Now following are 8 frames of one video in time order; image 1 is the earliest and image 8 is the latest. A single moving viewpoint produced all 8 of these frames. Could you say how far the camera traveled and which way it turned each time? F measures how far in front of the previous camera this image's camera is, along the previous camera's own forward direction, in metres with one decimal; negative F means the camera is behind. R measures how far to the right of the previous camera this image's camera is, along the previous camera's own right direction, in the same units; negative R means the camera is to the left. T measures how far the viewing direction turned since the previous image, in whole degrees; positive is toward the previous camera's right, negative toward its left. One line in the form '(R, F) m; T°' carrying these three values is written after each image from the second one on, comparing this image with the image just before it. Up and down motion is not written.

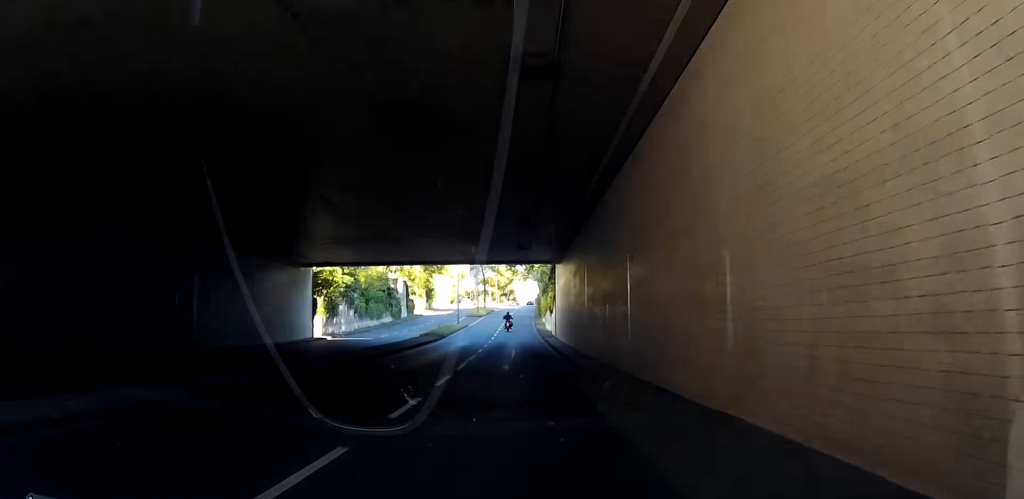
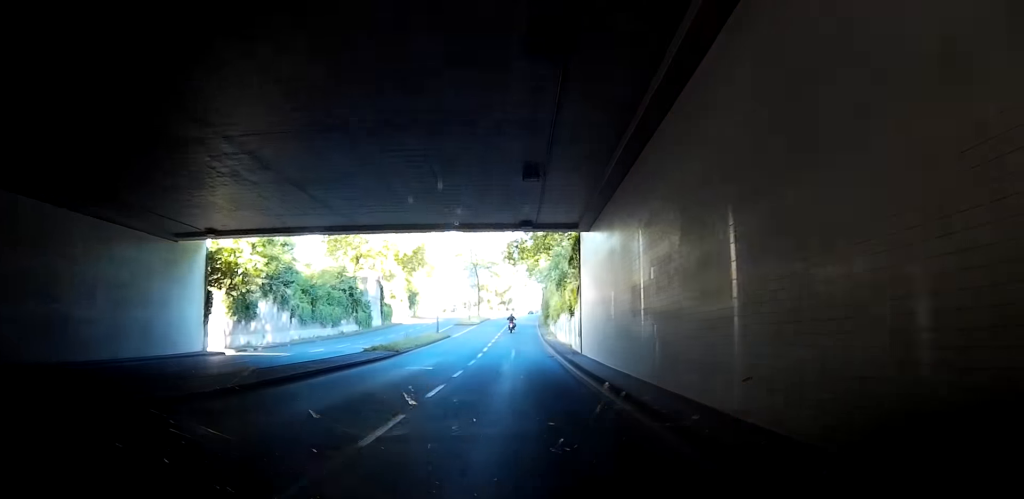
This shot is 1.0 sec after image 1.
(+0.1, +19.5) m; 0°
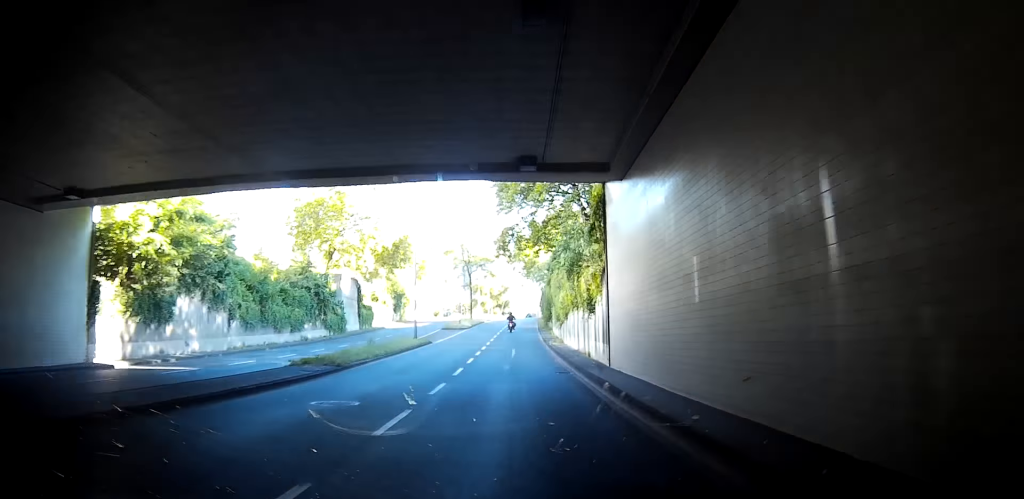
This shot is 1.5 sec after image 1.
(+0.2, +10.3) m; -1°
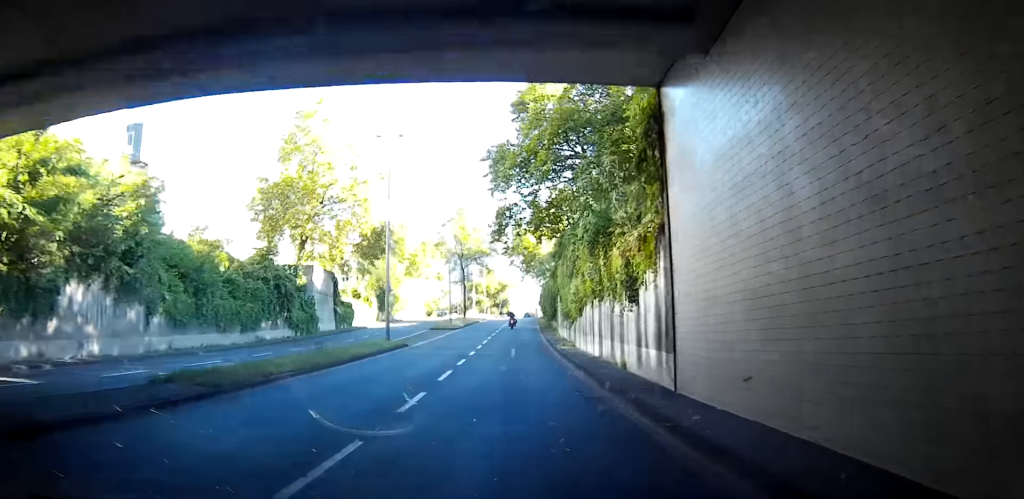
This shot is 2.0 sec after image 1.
(-0.4, +8.8) m; -1°
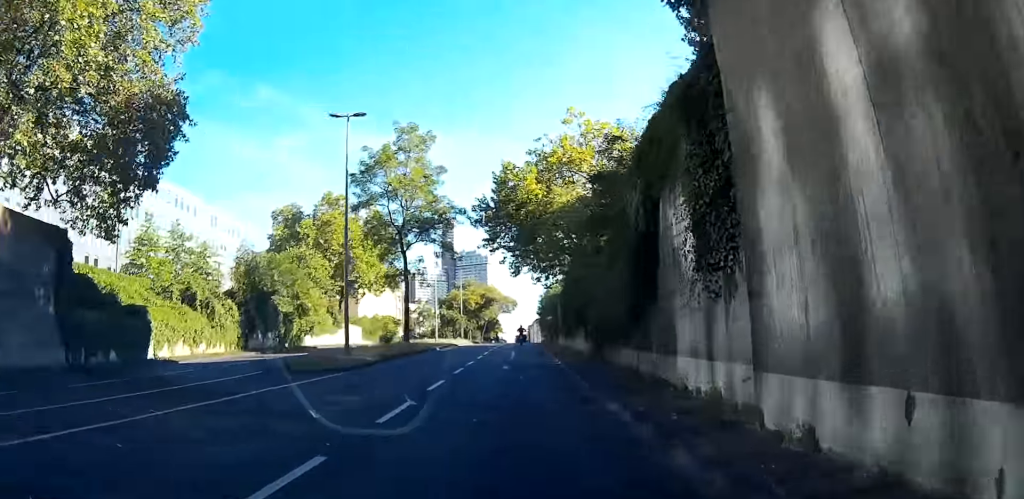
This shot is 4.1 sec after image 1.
(+0.2, +38.7) m; +3°
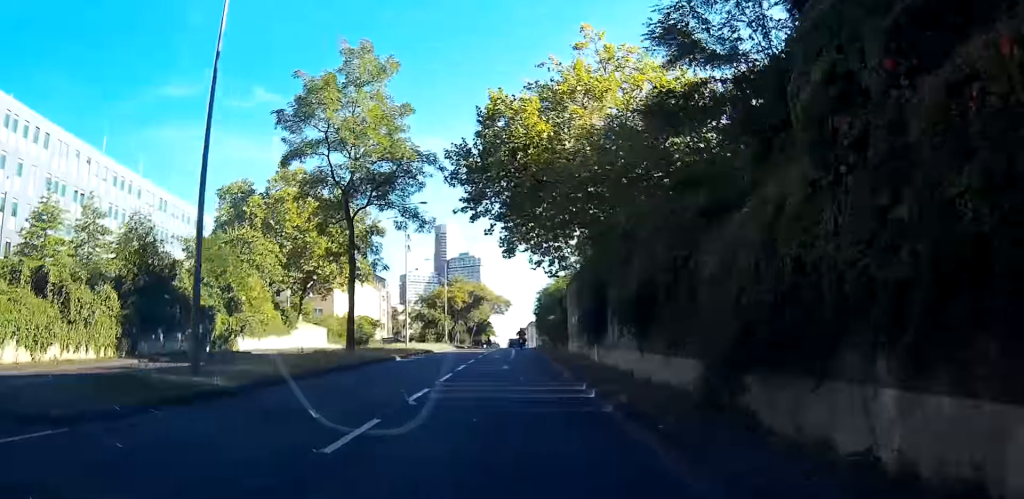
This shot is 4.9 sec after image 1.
(+0.2, +13.1) m; +1°
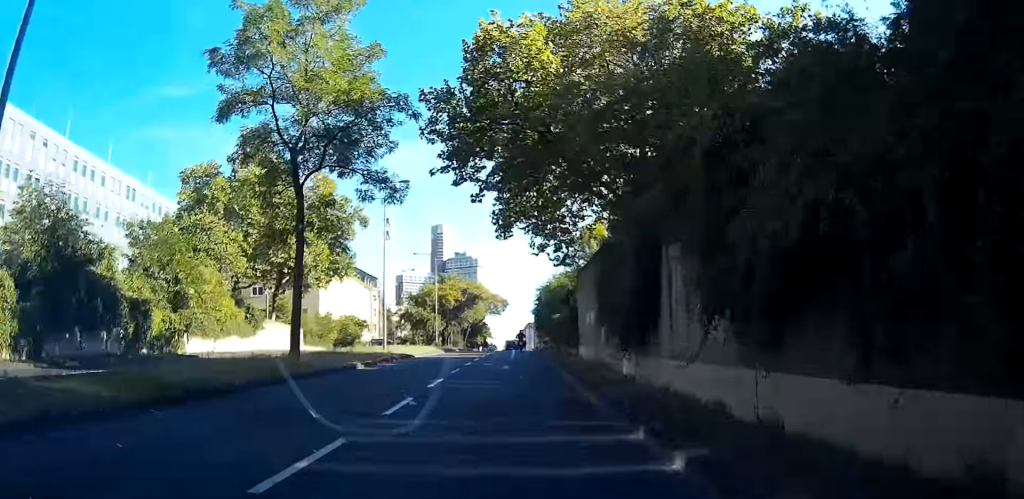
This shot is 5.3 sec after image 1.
(0.0, +7.2) m; 0°
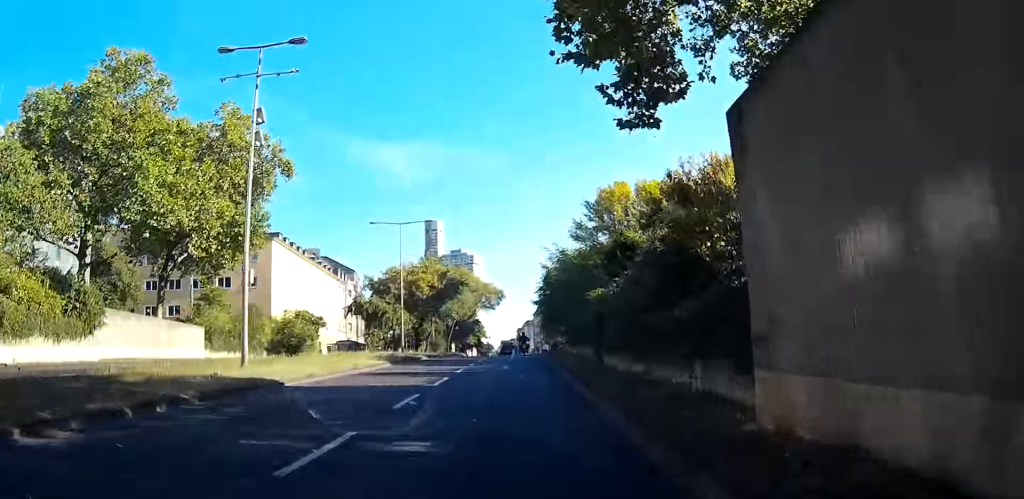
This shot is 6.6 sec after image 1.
(0.0, +19.5) m; 0°
